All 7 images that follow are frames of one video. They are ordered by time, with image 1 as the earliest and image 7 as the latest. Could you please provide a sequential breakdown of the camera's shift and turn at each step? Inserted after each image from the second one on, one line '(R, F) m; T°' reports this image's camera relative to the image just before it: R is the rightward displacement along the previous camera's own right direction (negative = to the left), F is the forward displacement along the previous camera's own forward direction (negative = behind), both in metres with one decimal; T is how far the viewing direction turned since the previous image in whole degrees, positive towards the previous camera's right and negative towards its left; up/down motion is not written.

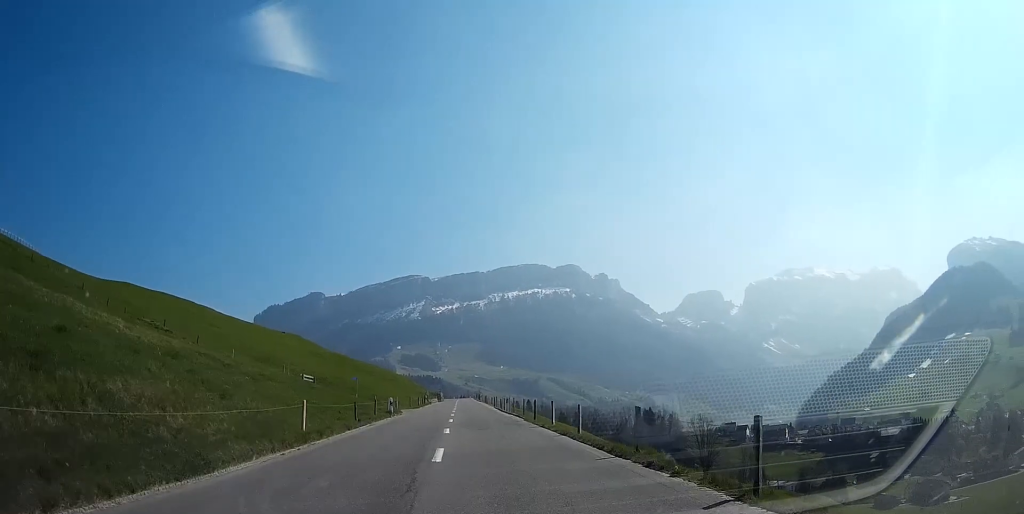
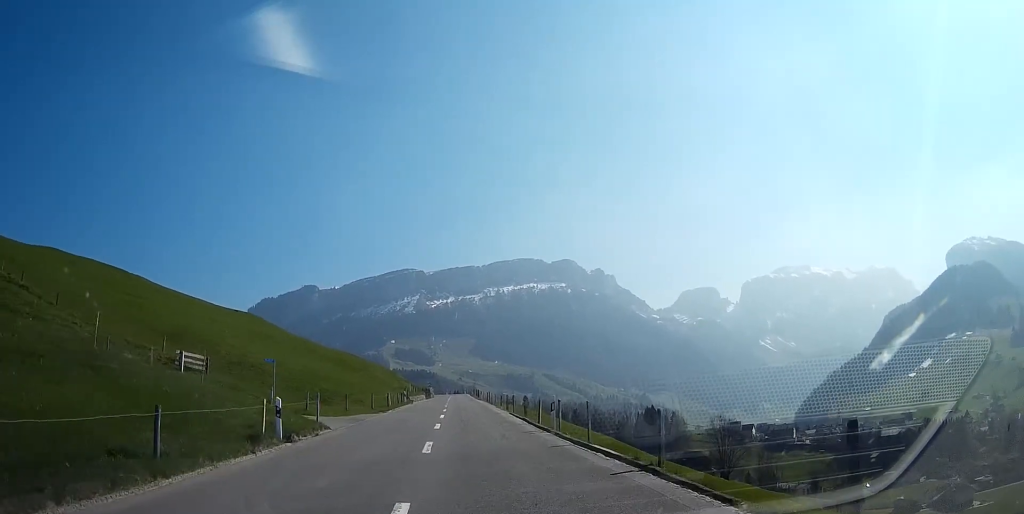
(+0.3, +25.4) m; 0°
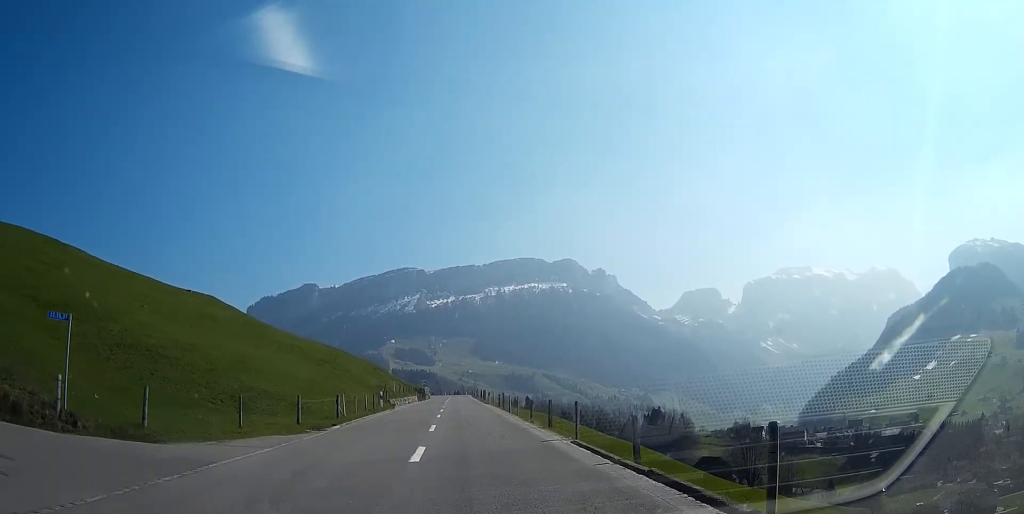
(0.0, +19.6) m; 0°
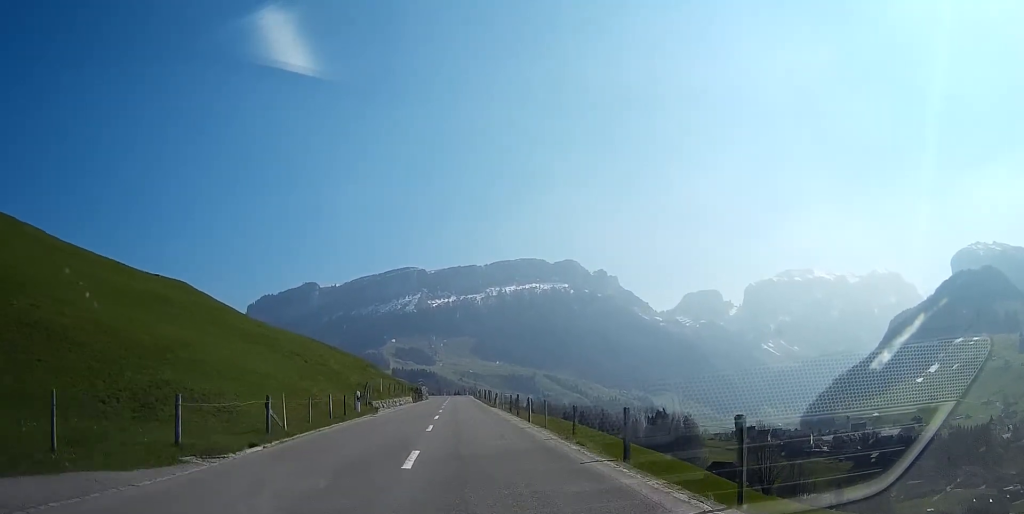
(+0.1, +10.1) m; 0°
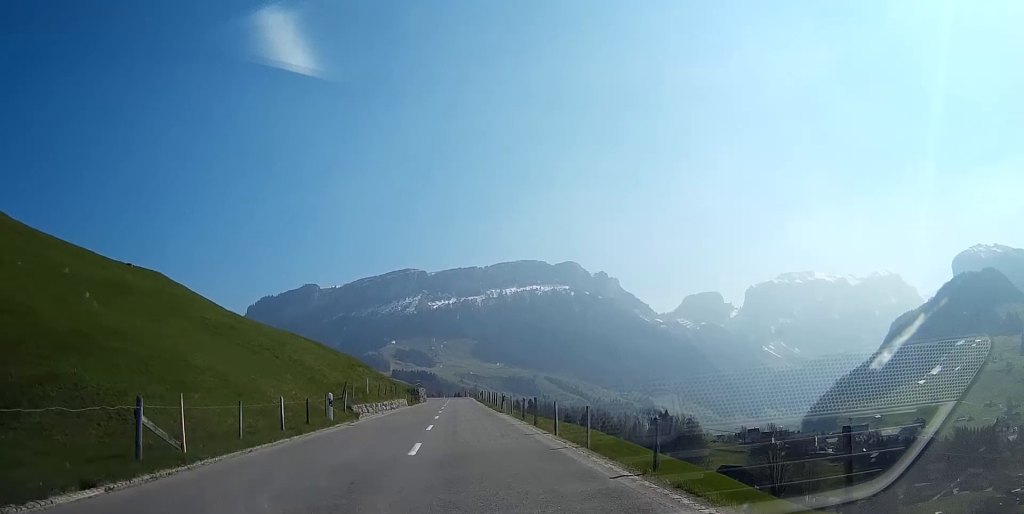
(0.0, +7.2) m; 0°
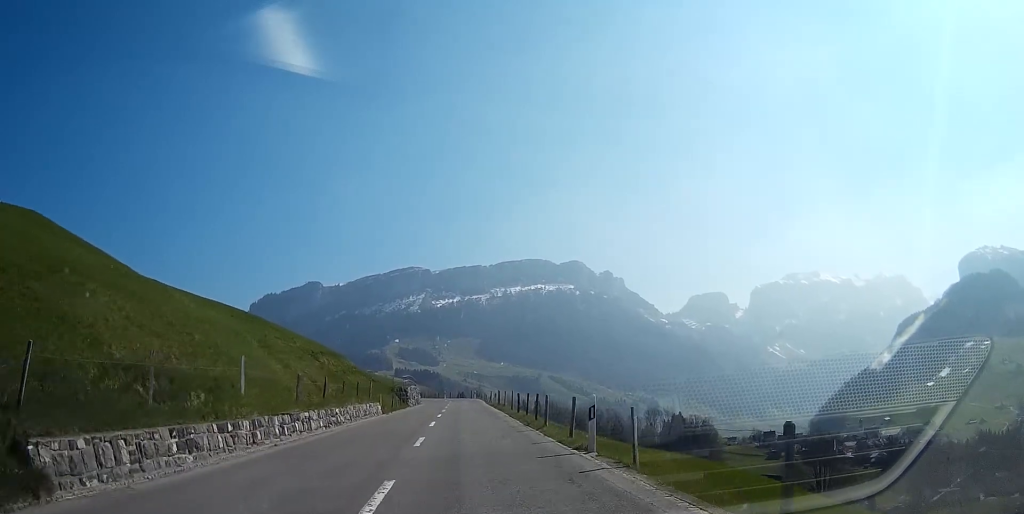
(-0.1, +24.5) m; -1°
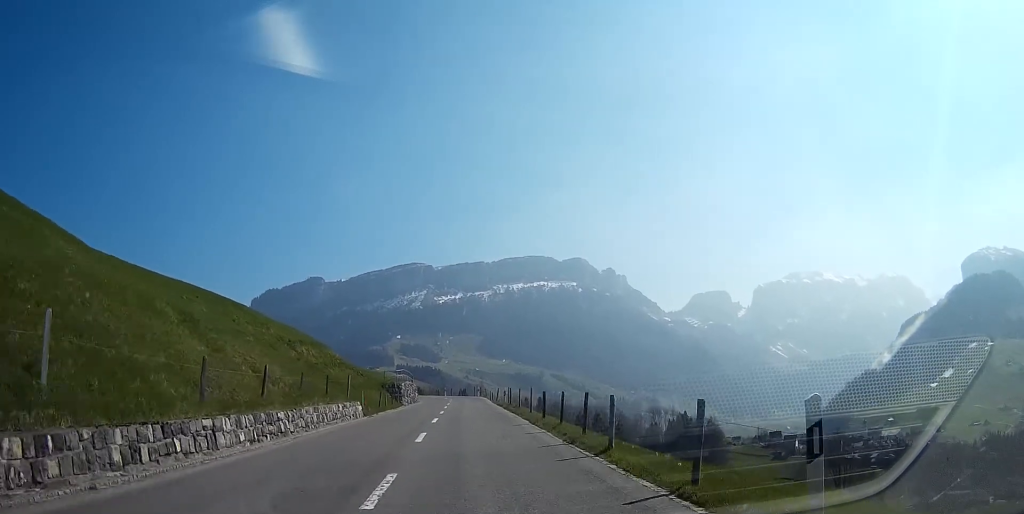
(-0.1, +8.6) m; 0°
